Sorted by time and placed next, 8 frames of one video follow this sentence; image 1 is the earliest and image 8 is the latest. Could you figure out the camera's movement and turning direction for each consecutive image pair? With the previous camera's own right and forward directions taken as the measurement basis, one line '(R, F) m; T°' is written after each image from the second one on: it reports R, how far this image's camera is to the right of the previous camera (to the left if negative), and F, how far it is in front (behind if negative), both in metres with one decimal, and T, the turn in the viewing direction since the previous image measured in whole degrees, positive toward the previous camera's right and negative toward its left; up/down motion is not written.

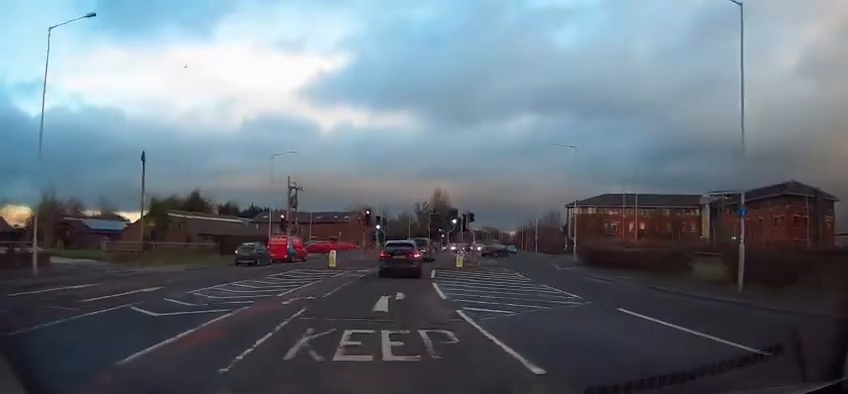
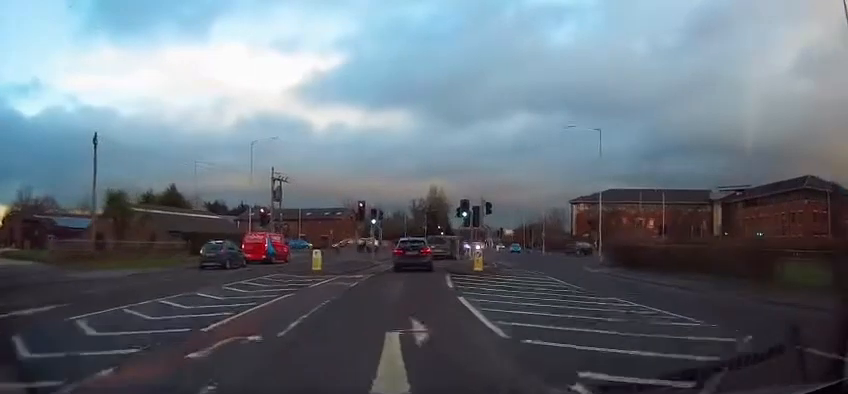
(0.0, +6.9) m; 0°
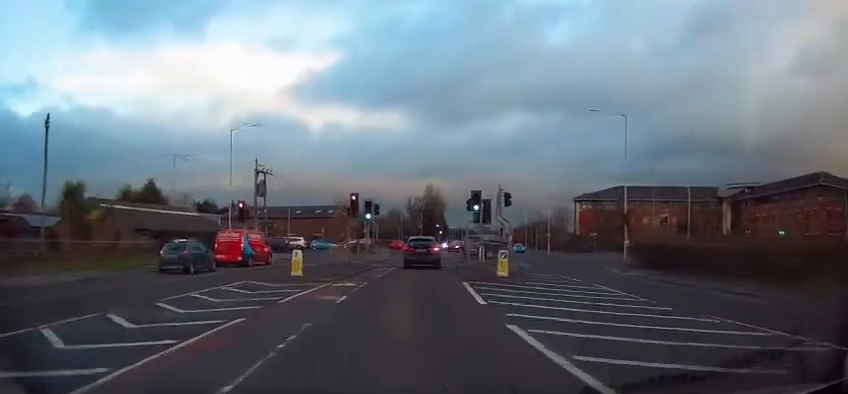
(0.0, +5.3) m; +3°
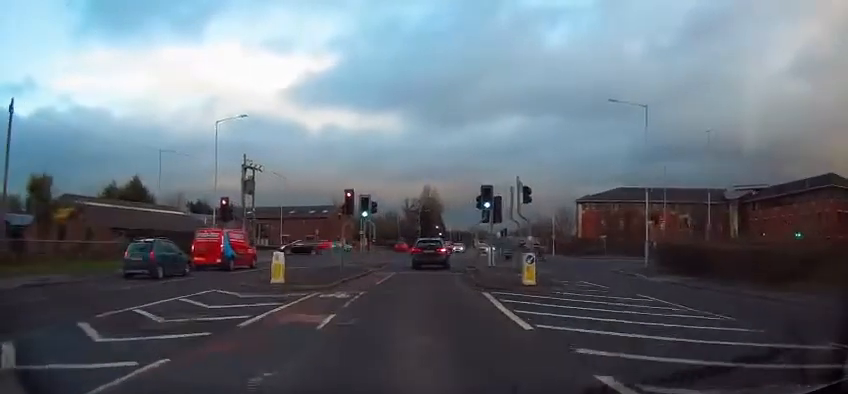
(+0.2, +3.6) m; +2°
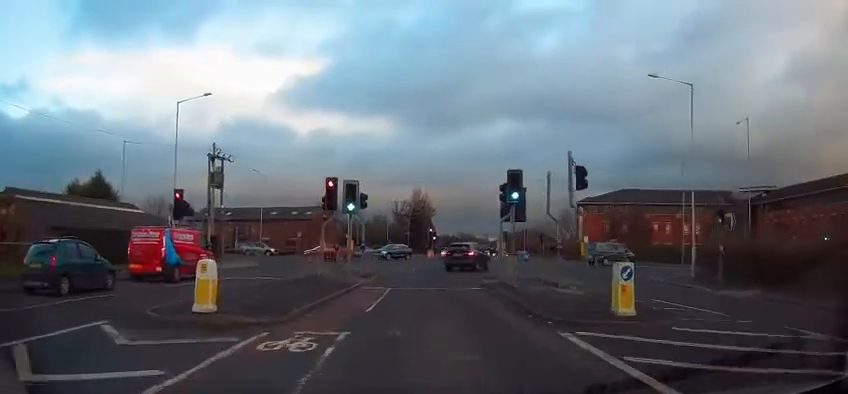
(+0.2, +7.1) m; +3°
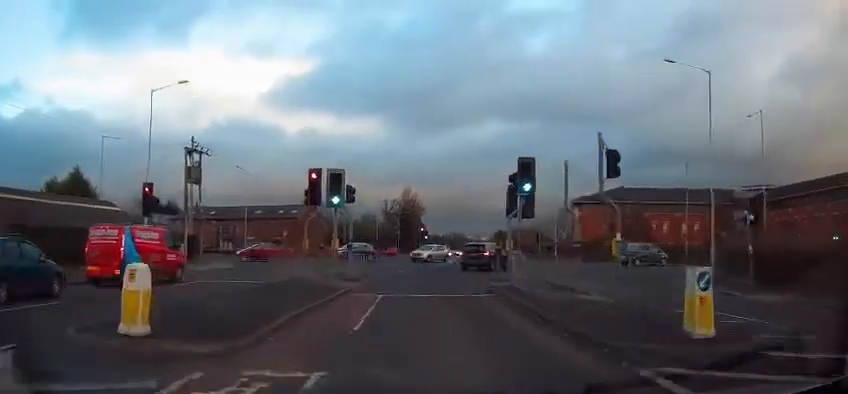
(+0.1, +3.0) m; +1°
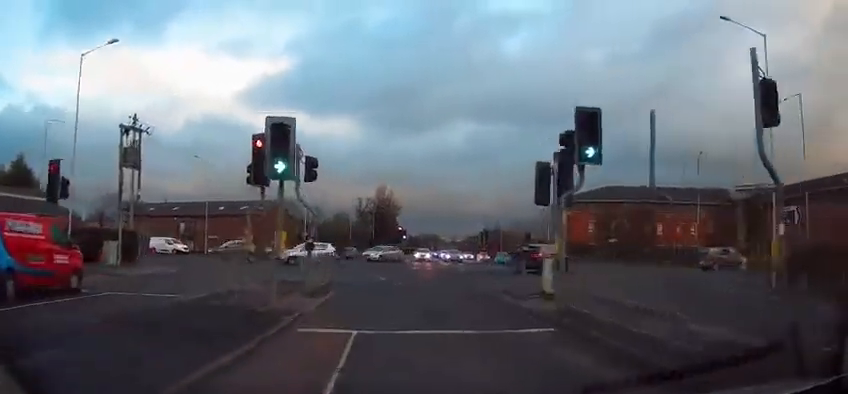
(+0.2, +6.8) m; +3°
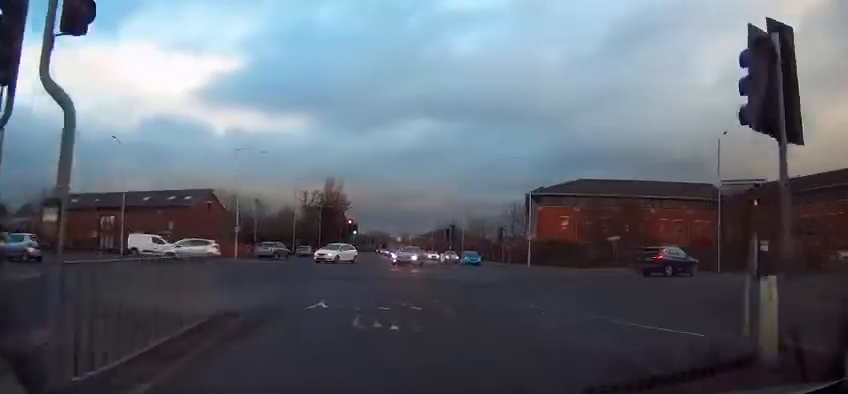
(+0.6, +10.1) m; +9°
